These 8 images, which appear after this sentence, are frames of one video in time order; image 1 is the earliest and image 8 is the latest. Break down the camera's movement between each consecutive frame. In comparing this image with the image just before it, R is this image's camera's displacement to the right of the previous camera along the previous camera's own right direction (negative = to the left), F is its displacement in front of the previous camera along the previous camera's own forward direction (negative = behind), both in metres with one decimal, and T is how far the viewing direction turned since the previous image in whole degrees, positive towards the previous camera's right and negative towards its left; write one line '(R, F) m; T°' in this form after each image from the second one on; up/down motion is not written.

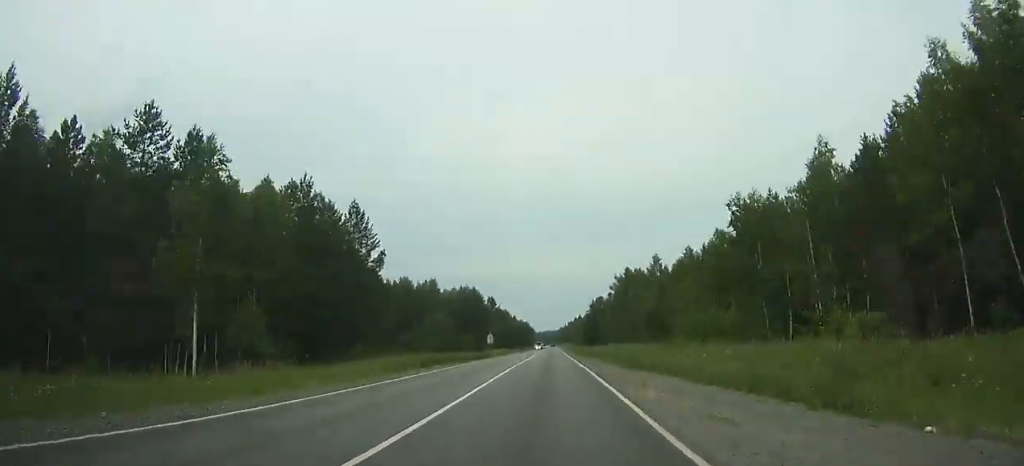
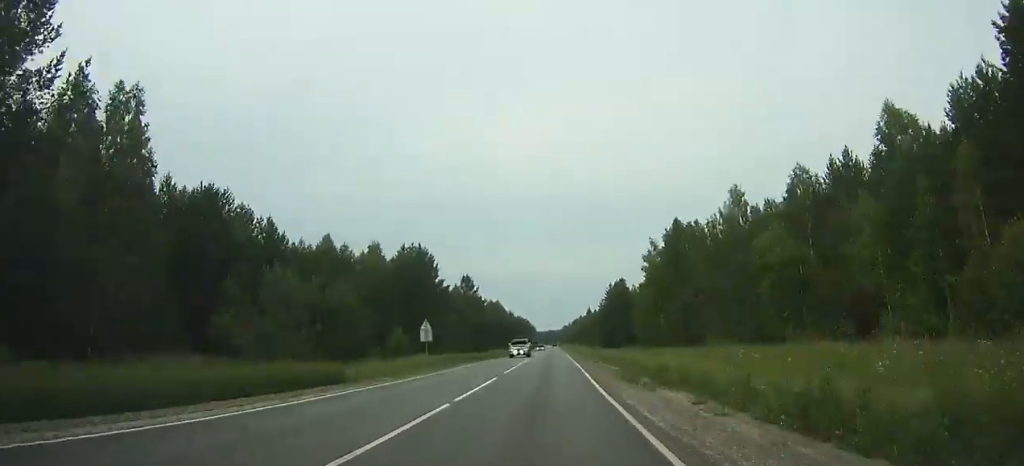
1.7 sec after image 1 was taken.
(-0.1, +48.4) m; -1°
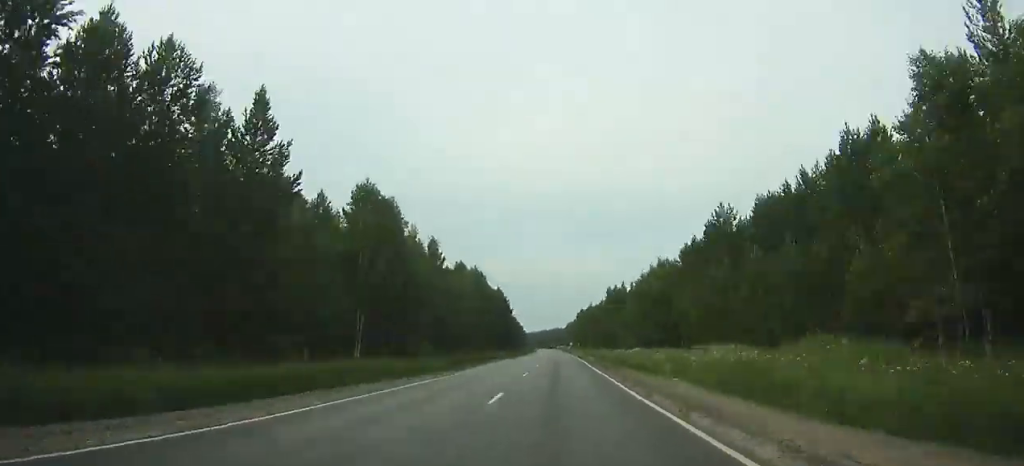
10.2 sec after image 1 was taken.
(-2.9, +263.3) m; 0°
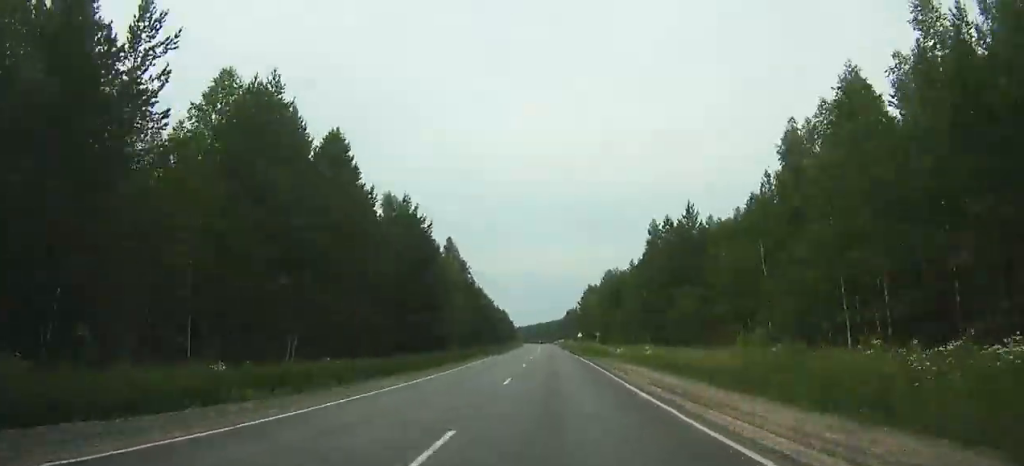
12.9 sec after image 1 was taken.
(+0.1, +82.5) m; 0°
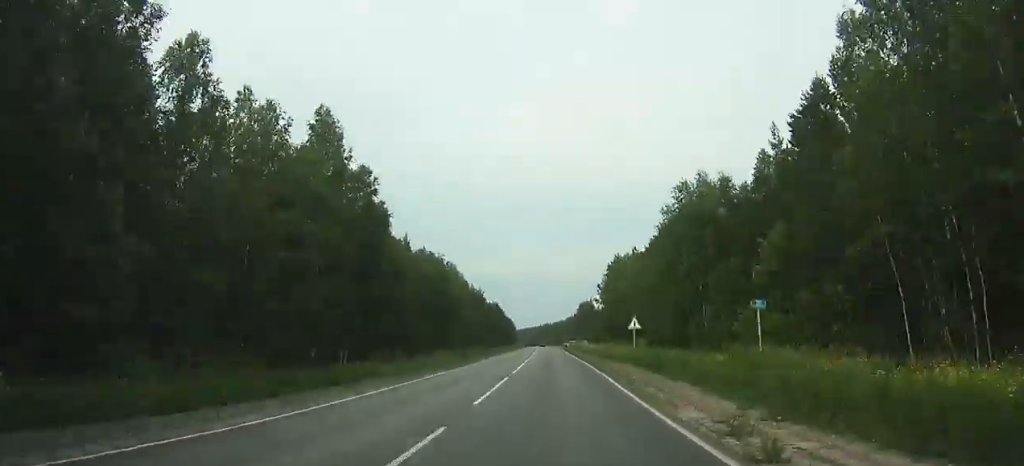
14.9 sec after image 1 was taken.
(-0.5, +58.8) m; -1°
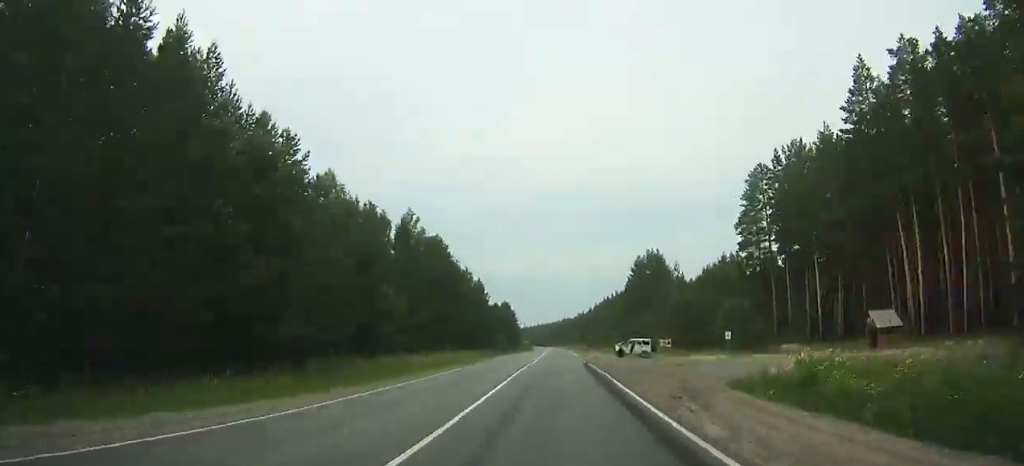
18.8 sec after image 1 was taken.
(-1.6, +111.6) m; -1°
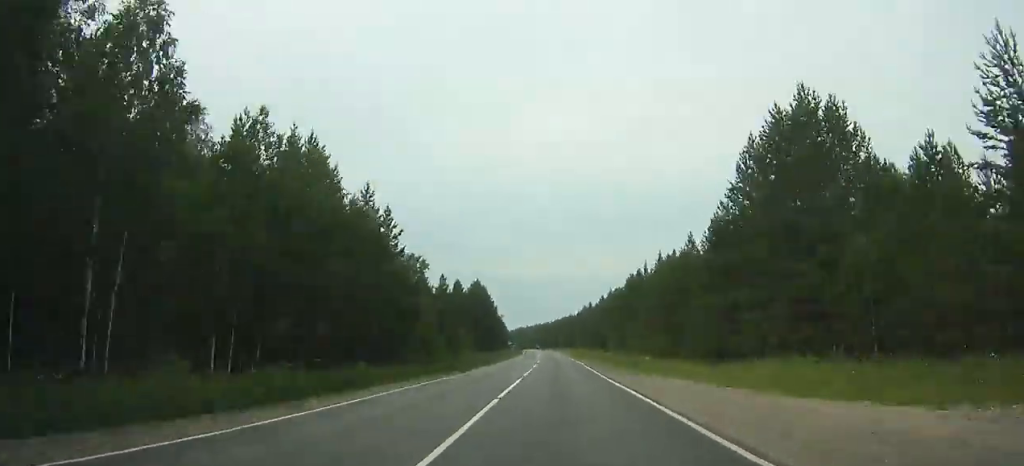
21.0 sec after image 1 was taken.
(-0.1, +61.3) m; -1°
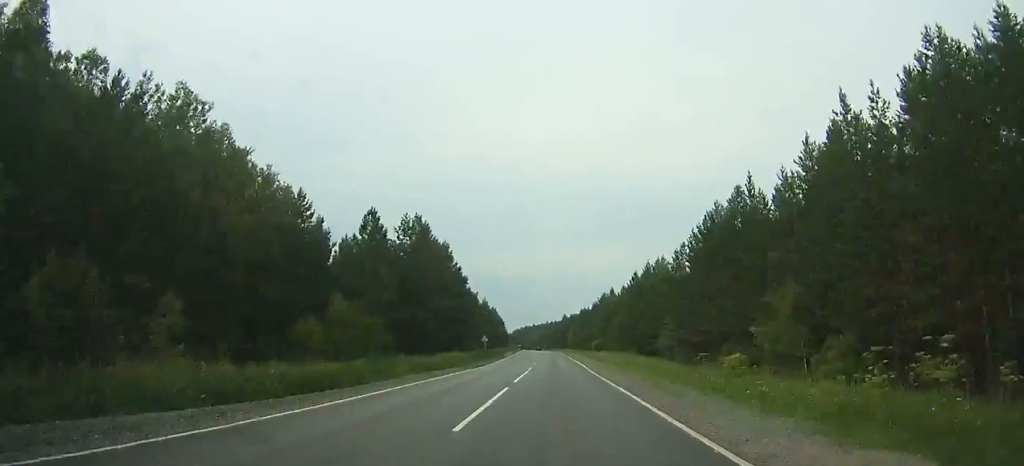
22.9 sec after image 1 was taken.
(-0.3, +53.6) m; -1°
